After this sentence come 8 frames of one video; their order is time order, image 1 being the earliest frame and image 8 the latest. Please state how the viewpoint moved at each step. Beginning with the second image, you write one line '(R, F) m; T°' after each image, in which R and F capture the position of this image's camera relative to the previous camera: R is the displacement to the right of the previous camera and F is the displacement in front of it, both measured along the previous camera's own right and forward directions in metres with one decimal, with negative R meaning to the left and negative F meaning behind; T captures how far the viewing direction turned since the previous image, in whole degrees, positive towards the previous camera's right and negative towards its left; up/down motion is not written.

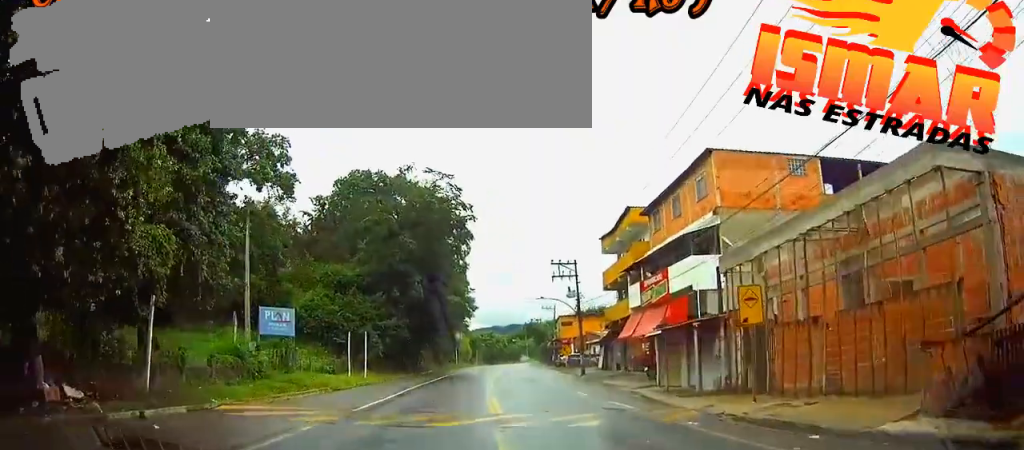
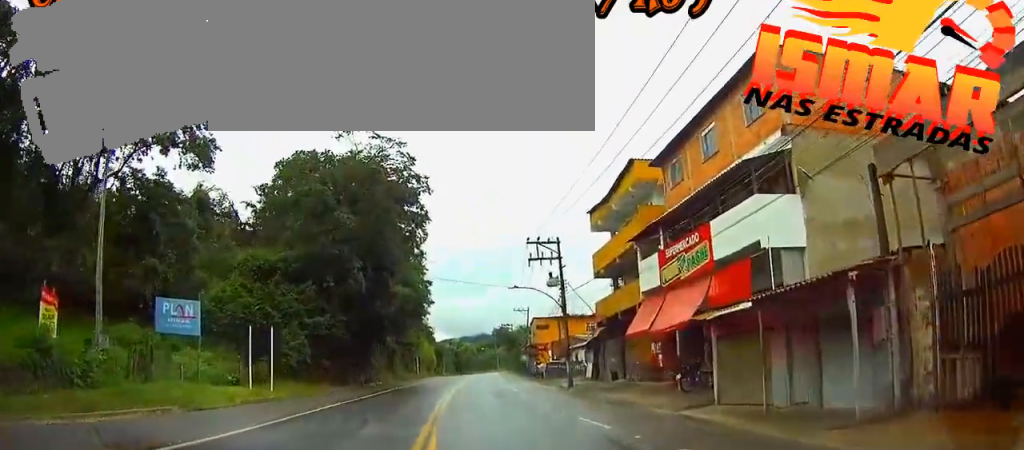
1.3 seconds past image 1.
(0.0, +11.3) m; 0°
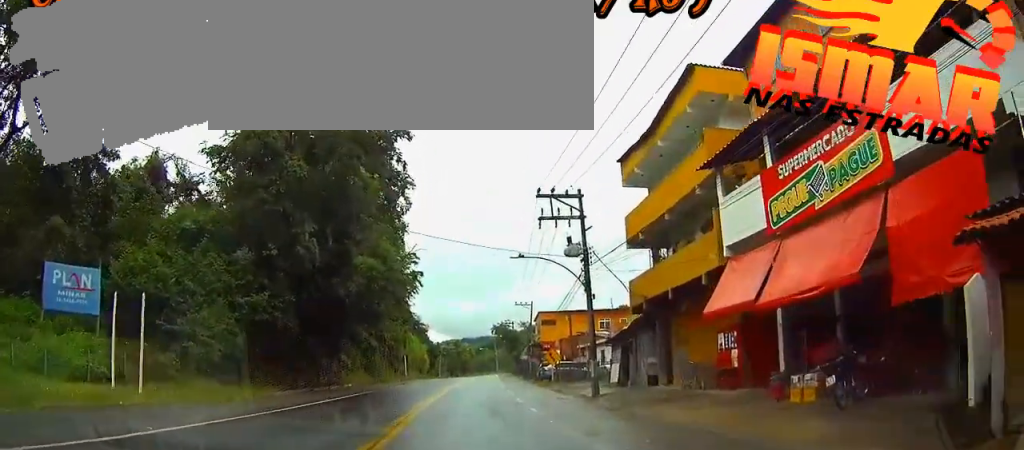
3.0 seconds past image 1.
(0.0, +10.8) m; +1°
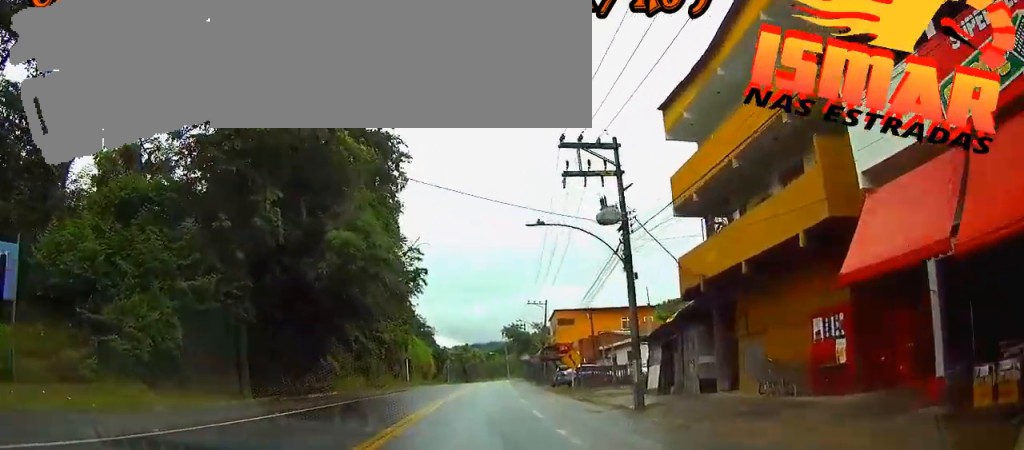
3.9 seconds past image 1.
(0.0, +6.9) m; 0°
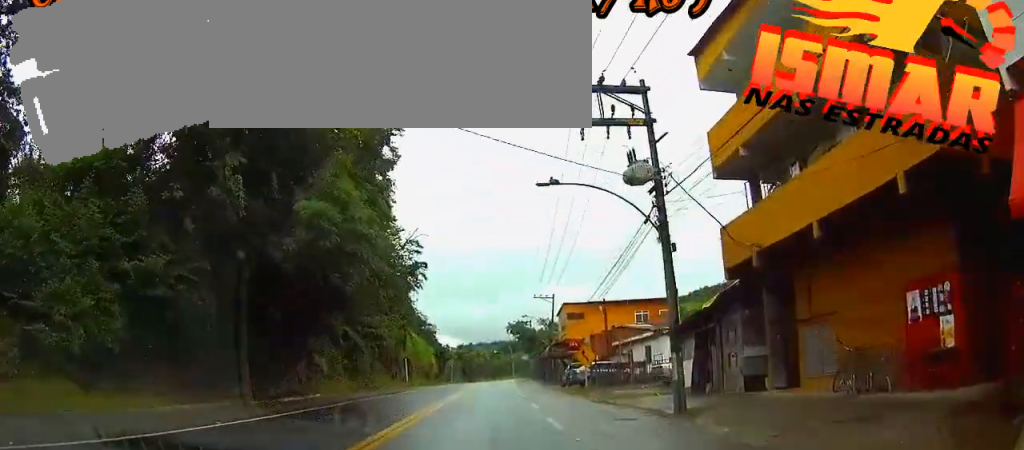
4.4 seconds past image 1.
(0.0, +4.3) m; 0°
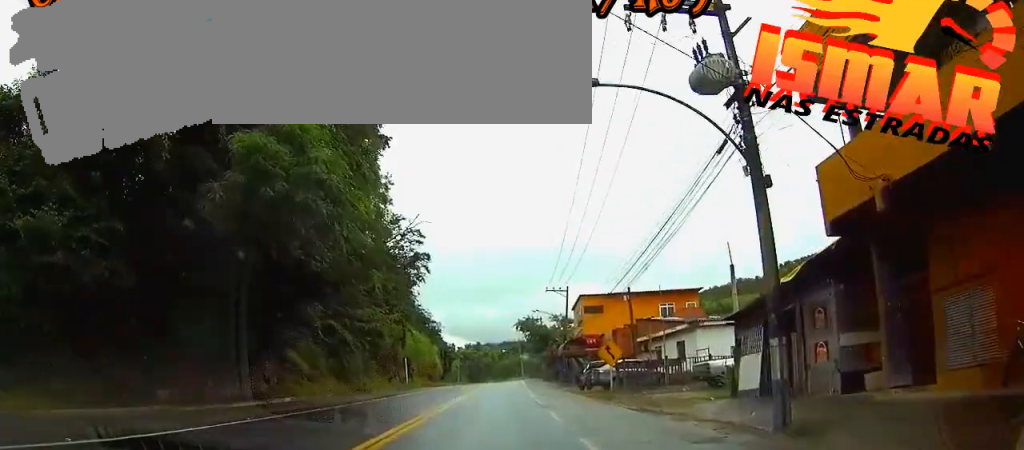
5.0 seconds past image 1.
(0.0, +6.5) m; +3°
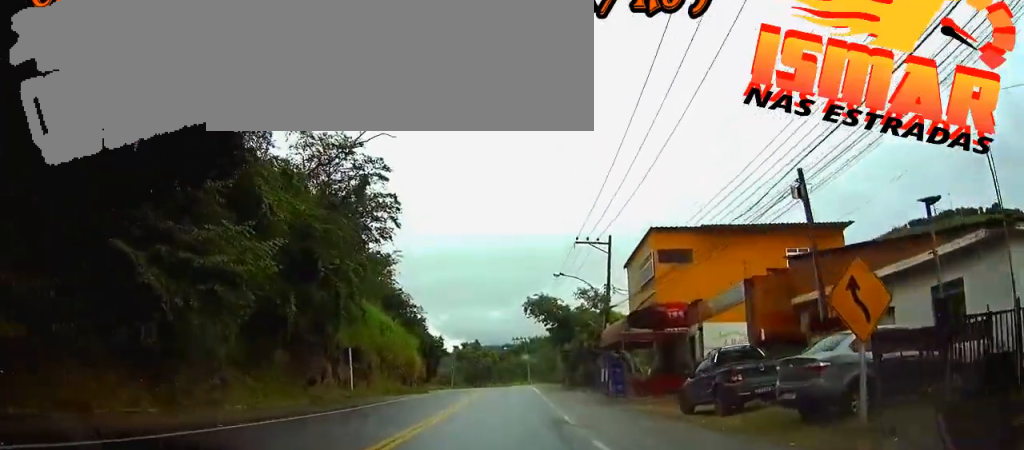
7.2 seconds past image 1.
(+0.9, +25.3) m; +1°
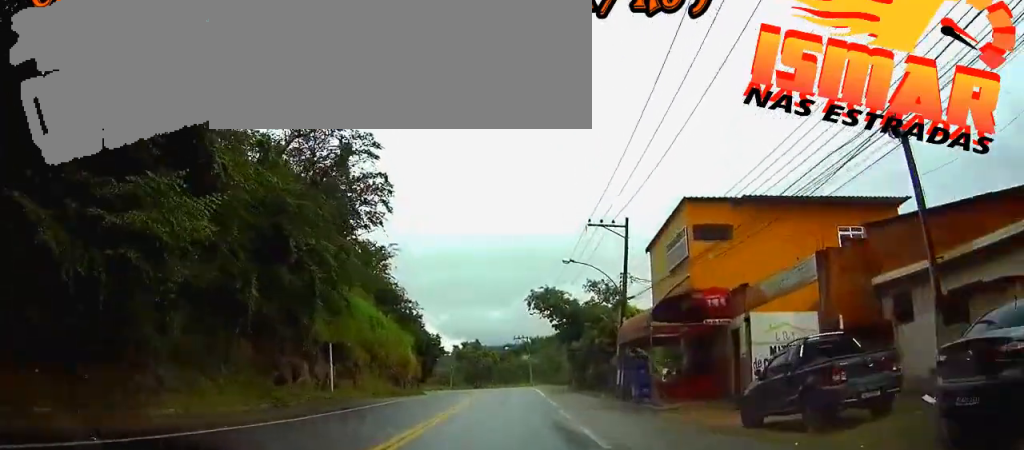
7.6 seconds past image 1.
(0.0, +5.1) m; -1°
